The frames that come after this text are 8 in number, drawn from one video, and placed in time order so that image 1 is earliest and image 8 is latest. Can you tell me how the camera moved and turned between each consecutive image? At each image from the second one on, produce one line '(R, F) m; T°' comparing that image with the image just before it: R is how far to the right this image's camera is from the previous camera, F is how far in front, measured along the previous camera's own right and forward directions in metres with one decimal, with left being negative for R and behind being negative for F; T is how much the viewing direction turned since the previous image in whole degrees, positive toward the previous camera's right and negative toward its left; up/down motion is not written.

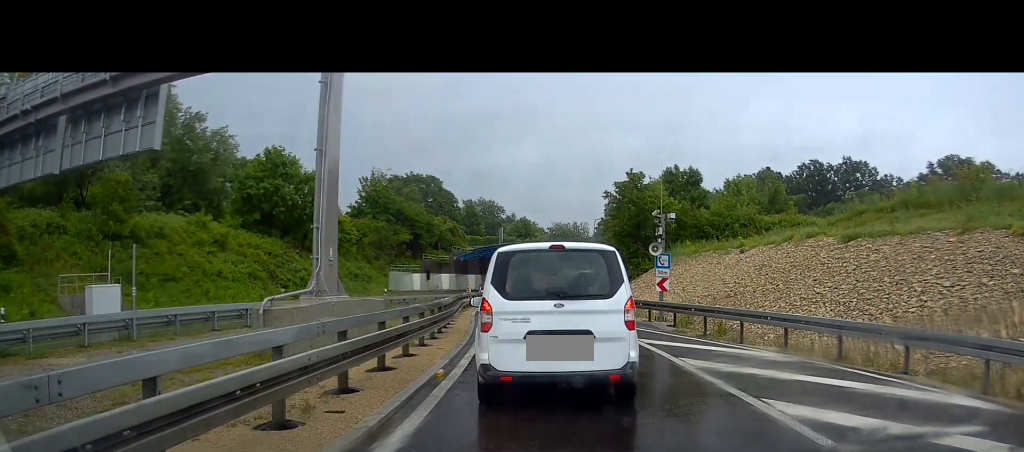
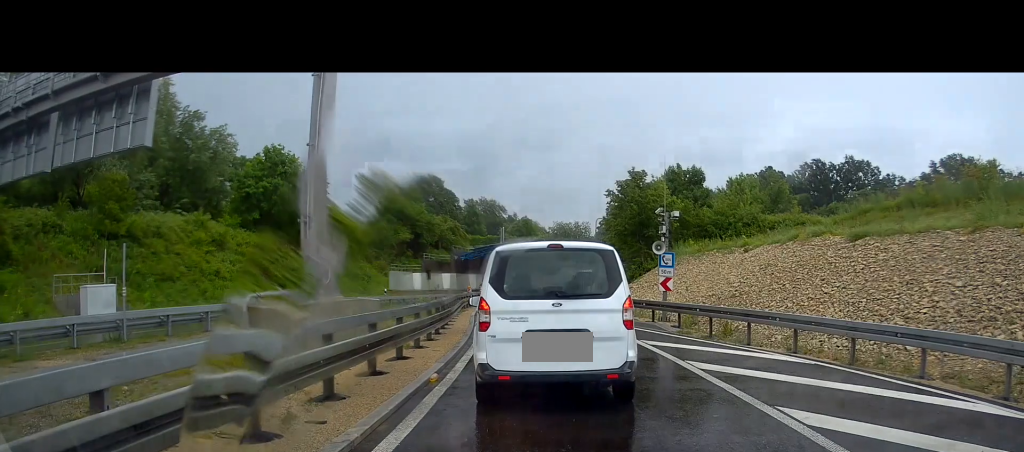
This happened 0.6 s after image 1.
(-0.1, +0.5) m; 0°
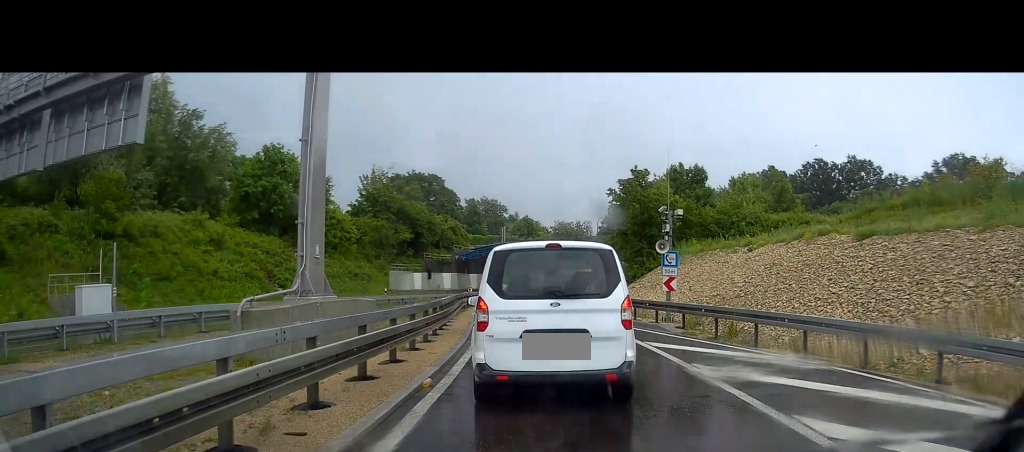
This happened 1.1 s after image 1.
(-0.1, +0.4) m; 0°
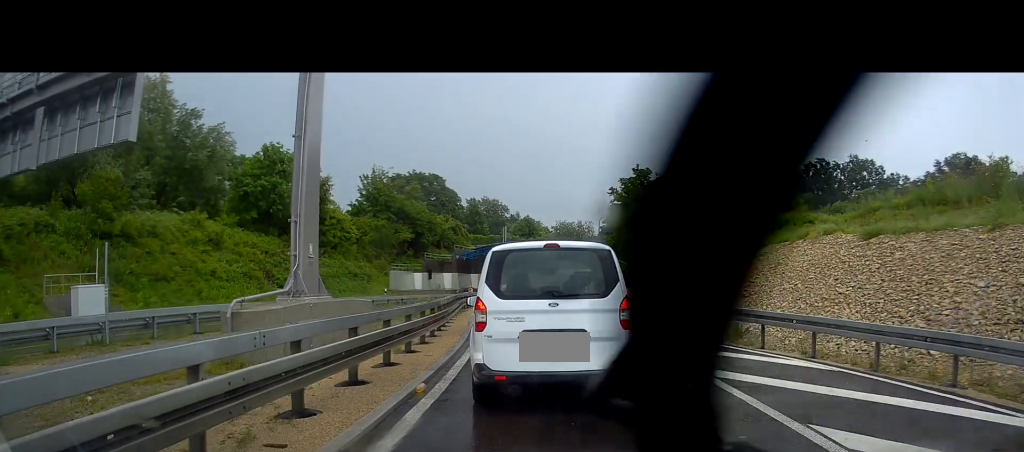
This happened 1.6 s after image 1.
(-0.1, +0.4) m; 0°
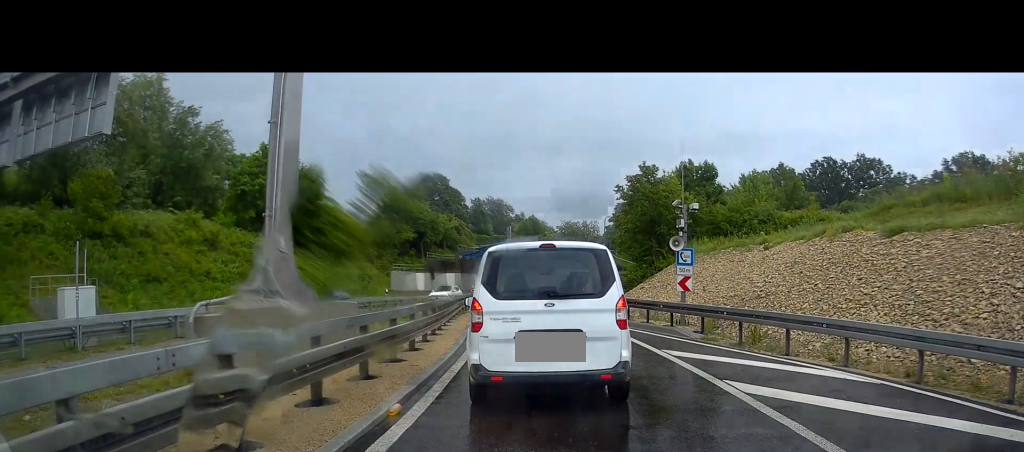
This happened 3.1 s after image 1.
(-0.3, +1.3) m; 0°
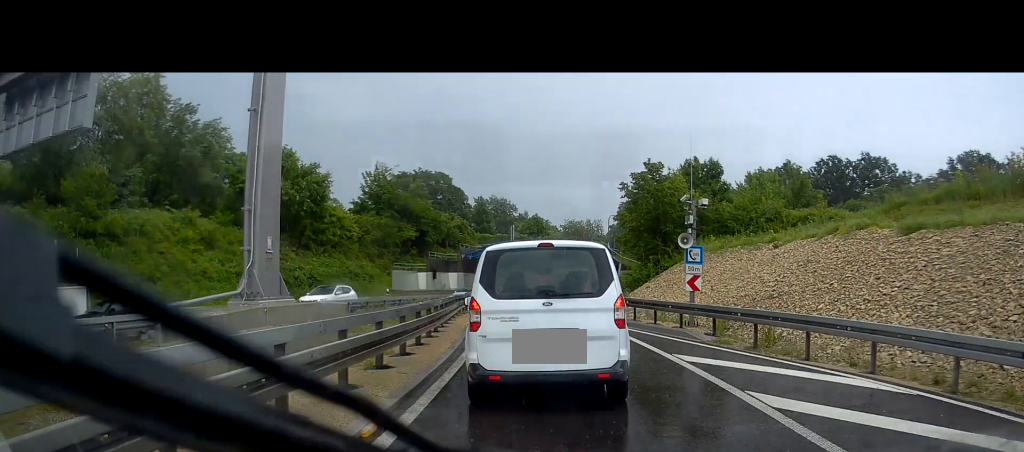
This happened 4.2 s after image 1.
(+0.2, +0.9) m; 0°
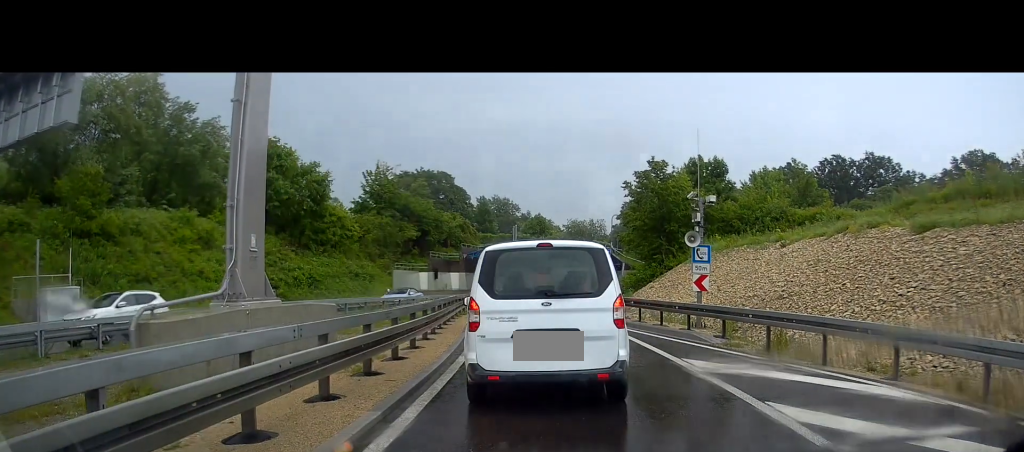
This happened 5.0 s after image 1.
(+0.1, +0.7) m; 0°
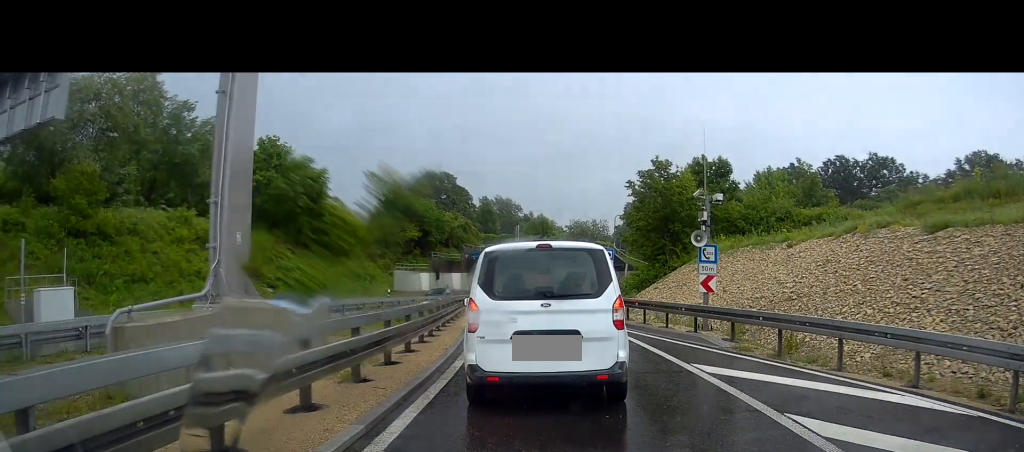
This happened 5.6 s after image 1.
(-0.1, +0.6) m; 0°
